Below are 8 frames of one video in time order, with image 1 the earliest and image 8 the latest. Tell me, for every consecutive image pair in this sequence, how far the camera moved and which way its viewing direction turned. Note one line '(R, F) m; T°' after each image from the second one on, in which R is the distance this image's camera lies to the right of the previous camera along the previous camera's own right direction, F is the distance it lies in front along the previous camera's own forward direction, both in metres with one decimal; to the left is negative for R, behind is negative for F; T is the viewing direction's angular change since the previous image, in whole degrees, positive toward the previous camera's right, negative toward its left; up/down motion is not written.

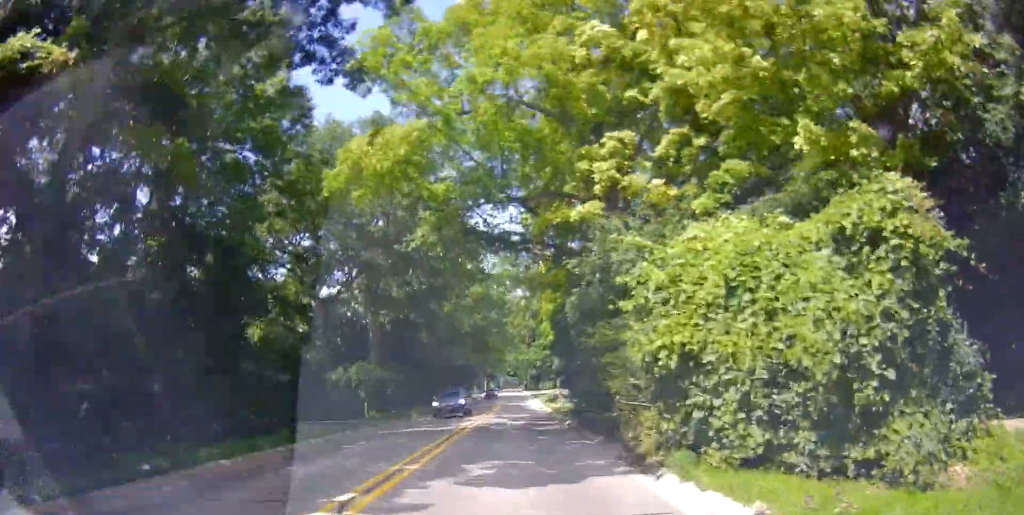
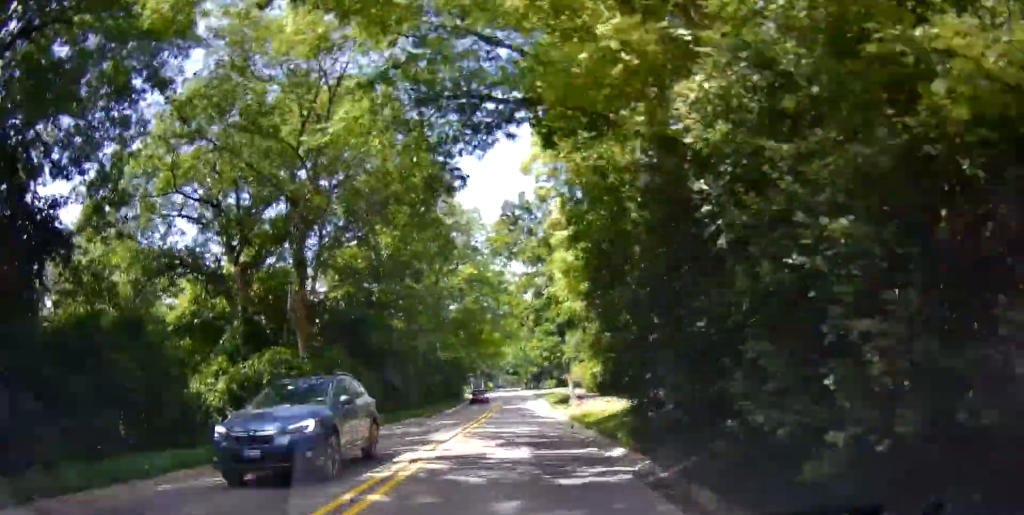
(+0.1, +12.5) m; 0°
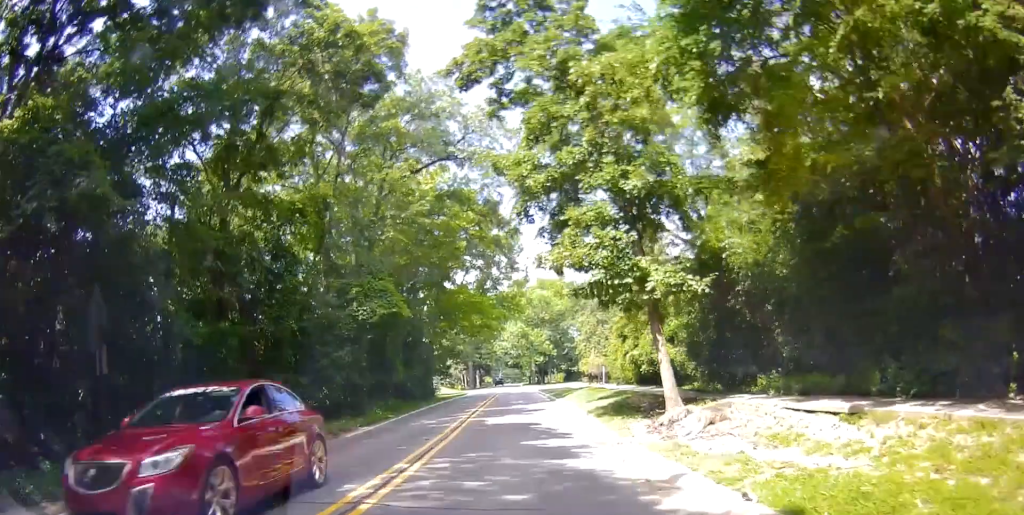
(-0.6, +25.6) m; -2°
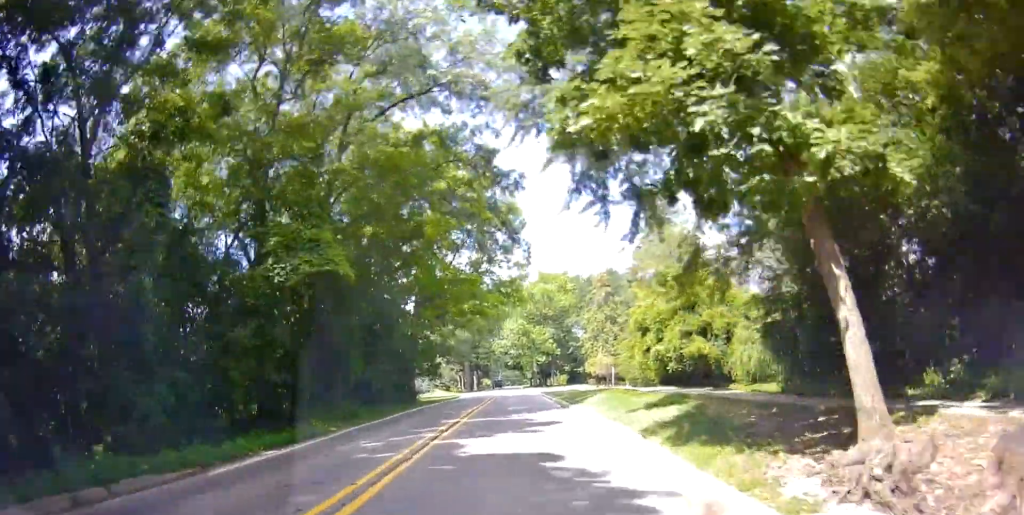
(0.0, +8.4) m; 0°
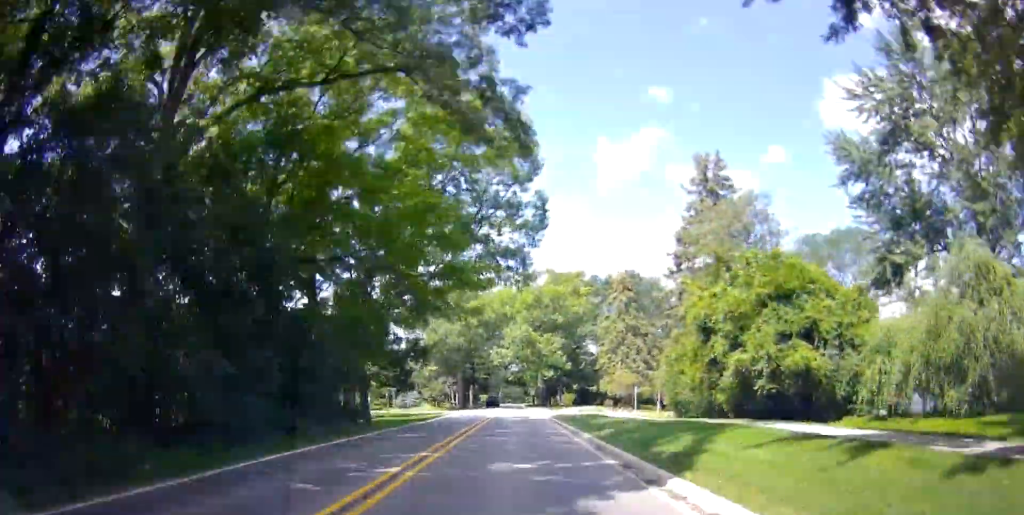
(0.0, +14.5) m; +1°
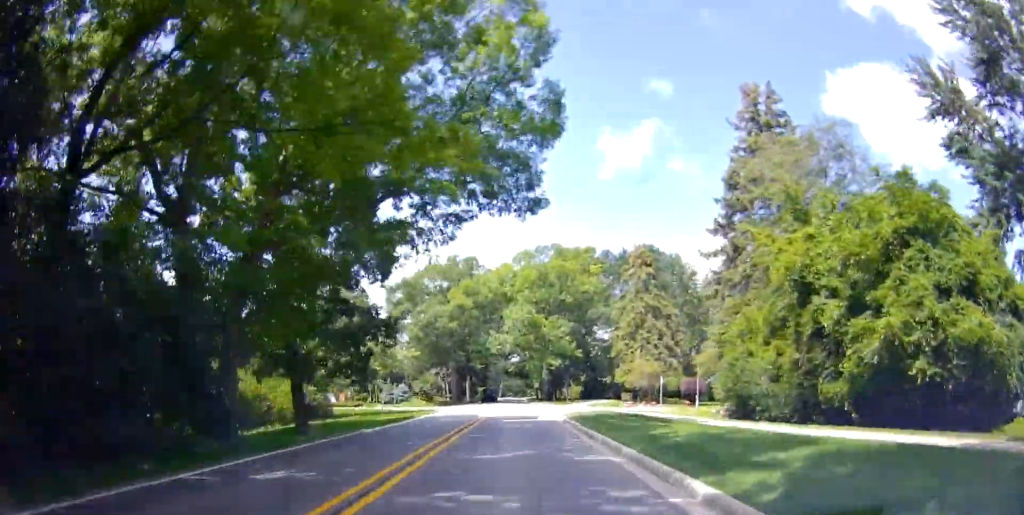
(+0.3, +11.0) m; +1°
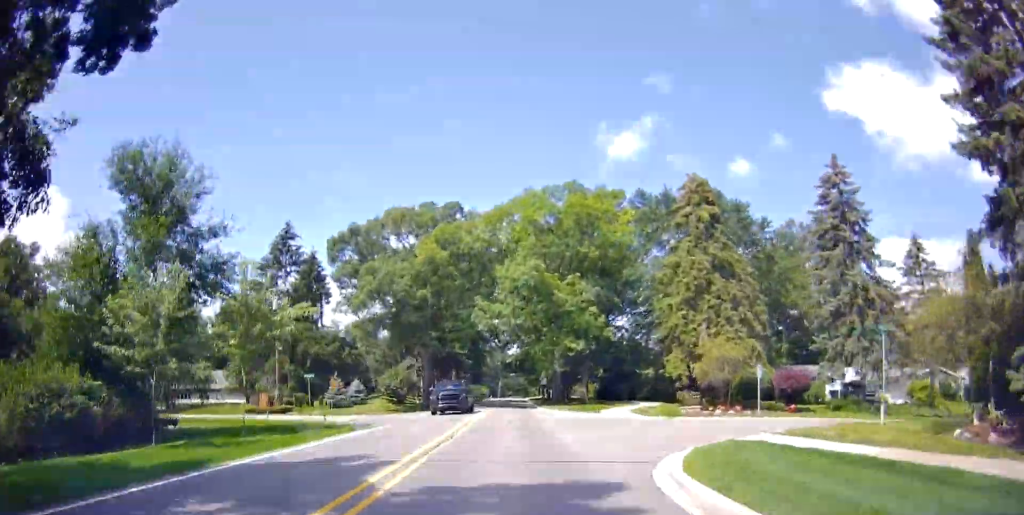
(+0.2, +22.4) m; -1°
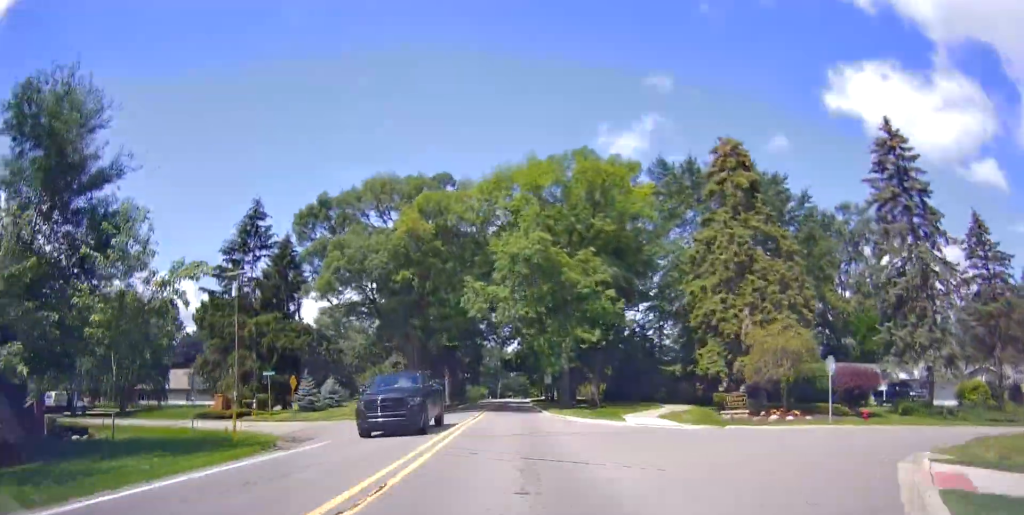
(-0.2, +7.9) m; 0°
